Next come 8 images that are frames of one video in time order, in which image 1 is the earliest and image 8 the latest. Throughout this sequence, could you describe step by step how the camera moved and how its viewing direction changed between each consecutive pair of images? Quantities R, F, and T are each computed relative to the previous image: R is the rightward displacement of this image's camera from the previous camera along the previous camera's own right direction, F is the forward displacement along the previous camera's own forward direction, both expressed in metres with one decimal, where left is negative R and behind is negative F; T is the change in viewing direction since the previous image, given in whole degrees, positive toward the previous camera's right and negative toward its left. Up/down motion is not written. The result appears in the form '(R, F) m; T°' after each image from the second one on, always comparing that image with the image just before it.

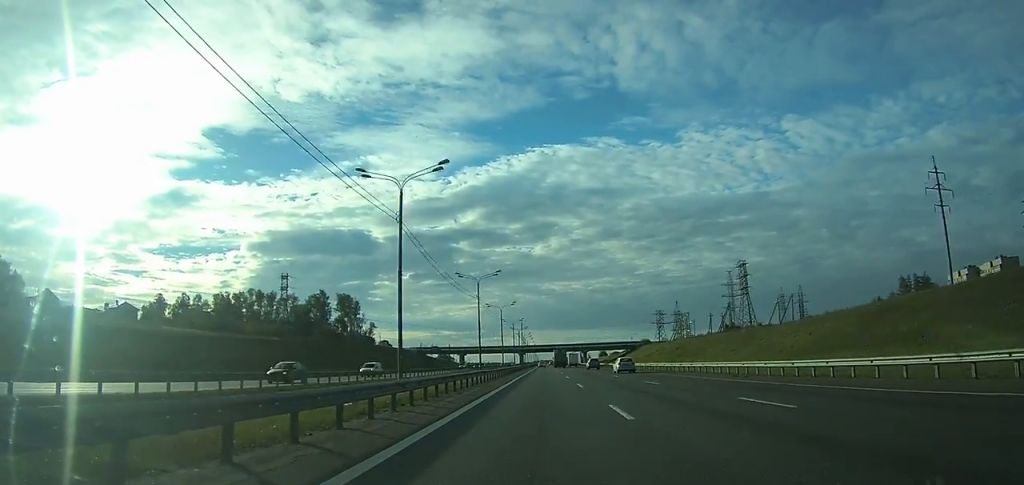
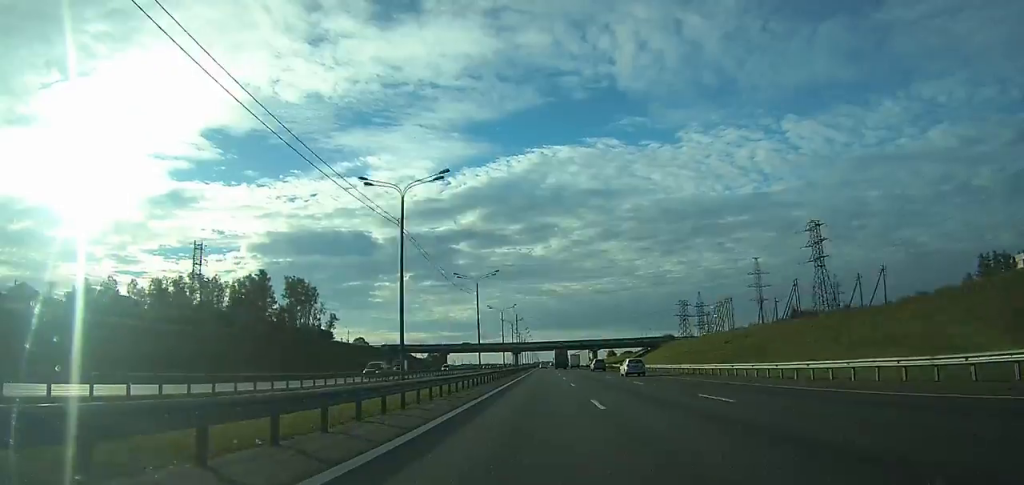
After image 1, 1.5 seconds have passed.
(0.0, +43.9) m; 0°
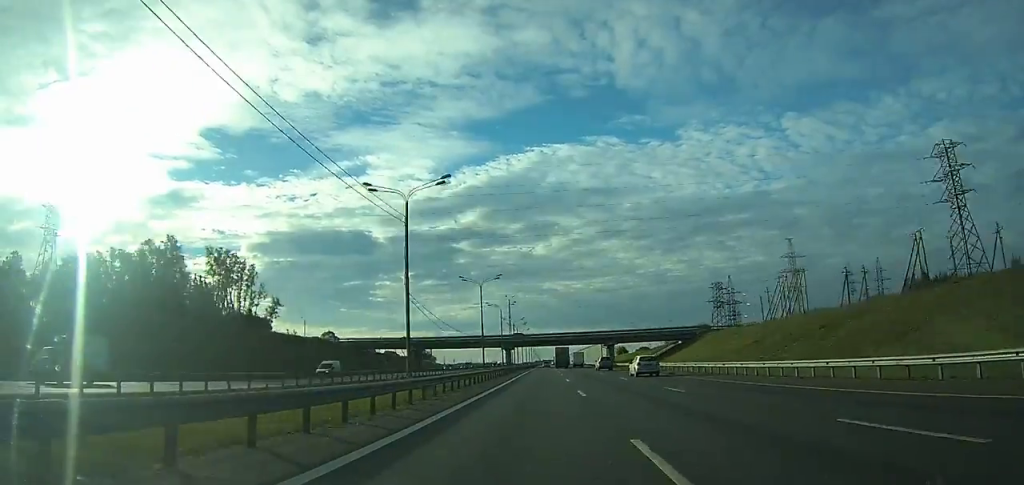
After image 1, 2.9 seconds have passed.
(0.0, +43.0) m; 0°
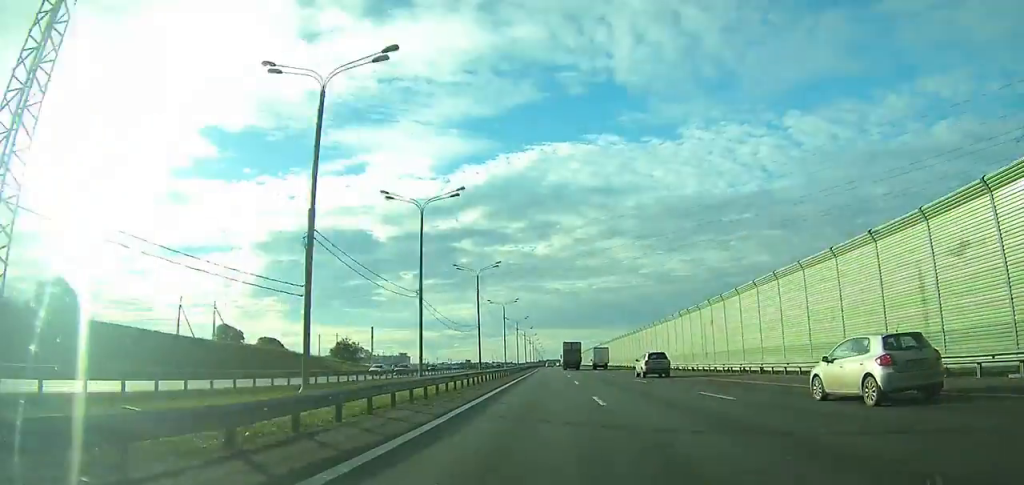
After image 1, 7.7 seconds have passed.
(+0.1, +160.9) m; 0°
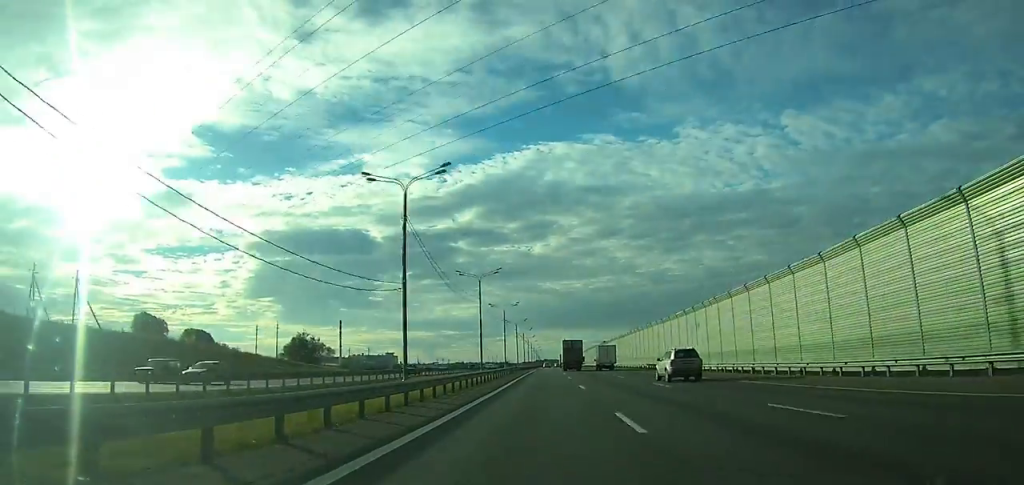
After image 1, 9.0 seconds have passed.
(0.0, +42.6) m; 0°
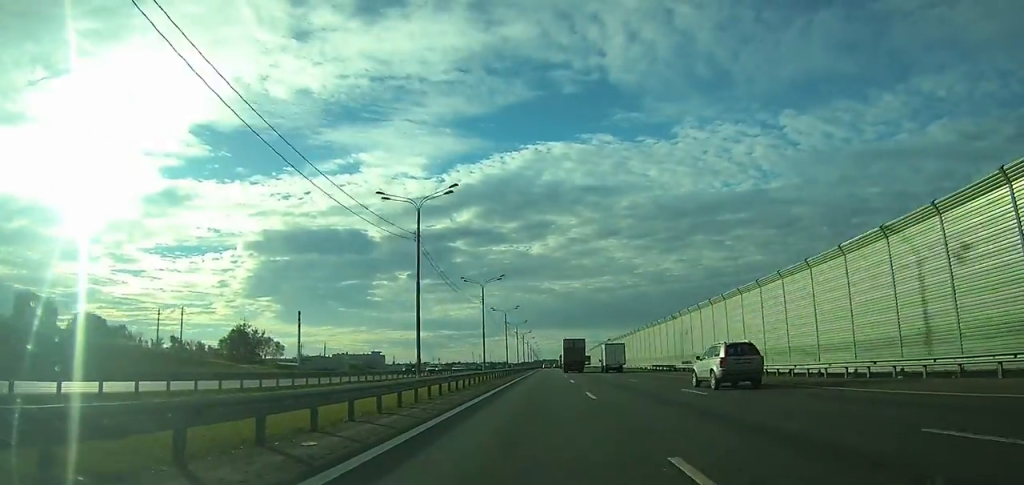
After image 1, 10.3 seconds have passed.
(0.0, +40.6) m; 0°
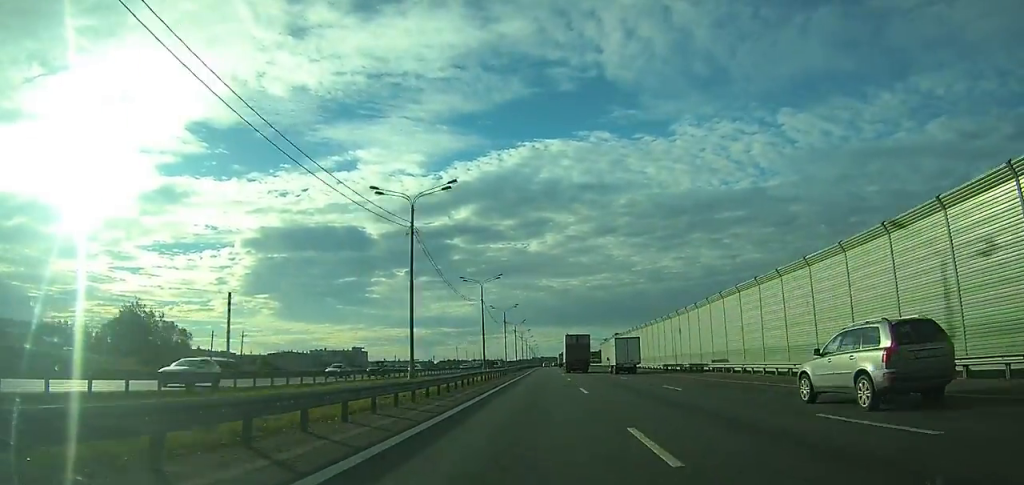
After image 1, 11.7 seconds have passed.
(0.0, +44.8) m; 0°
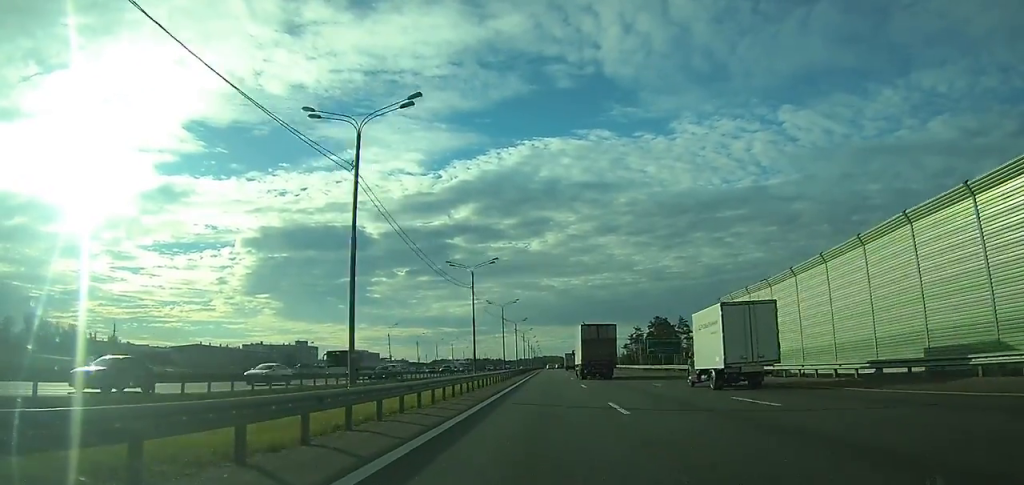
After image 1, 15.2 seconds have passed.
(0.0, +105.8) m; 0°
